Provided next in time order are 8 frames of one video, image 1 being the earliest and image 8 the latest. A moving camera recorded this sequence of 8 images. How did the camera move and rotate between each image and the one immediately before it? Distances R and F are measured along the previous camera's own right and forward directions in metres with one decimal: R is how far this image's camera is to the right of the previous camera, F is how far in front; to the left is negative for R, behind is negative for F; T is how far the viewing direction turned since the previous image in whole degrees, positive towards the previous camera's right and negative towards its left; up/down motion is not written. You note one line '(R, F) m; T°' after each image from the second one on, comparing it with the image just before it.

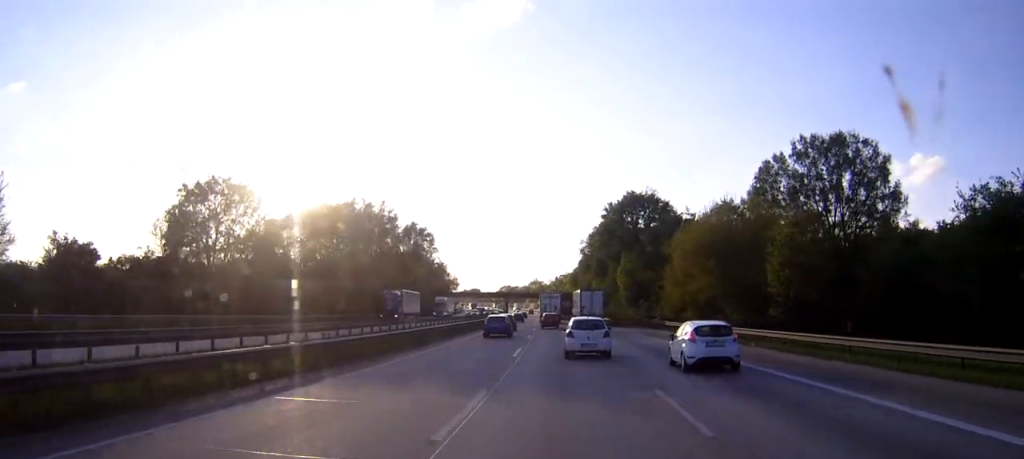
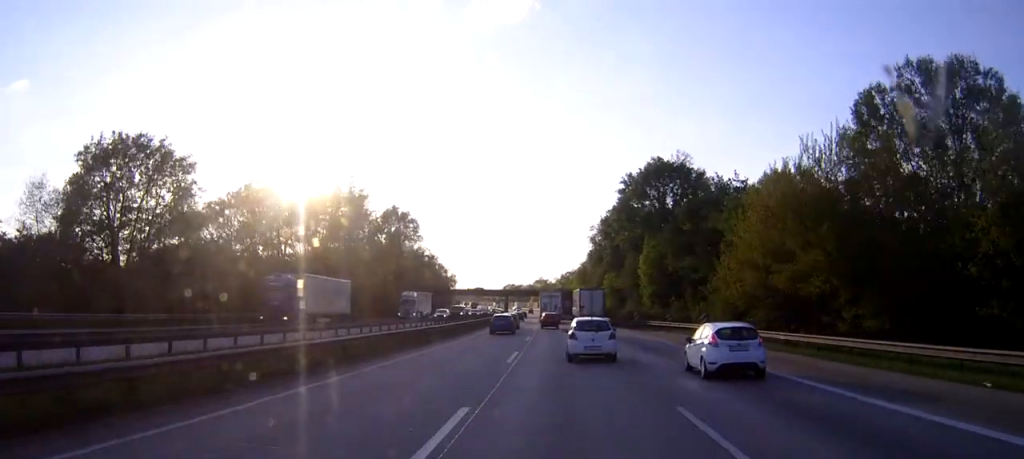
(-0.1, +20.6) m; 0°
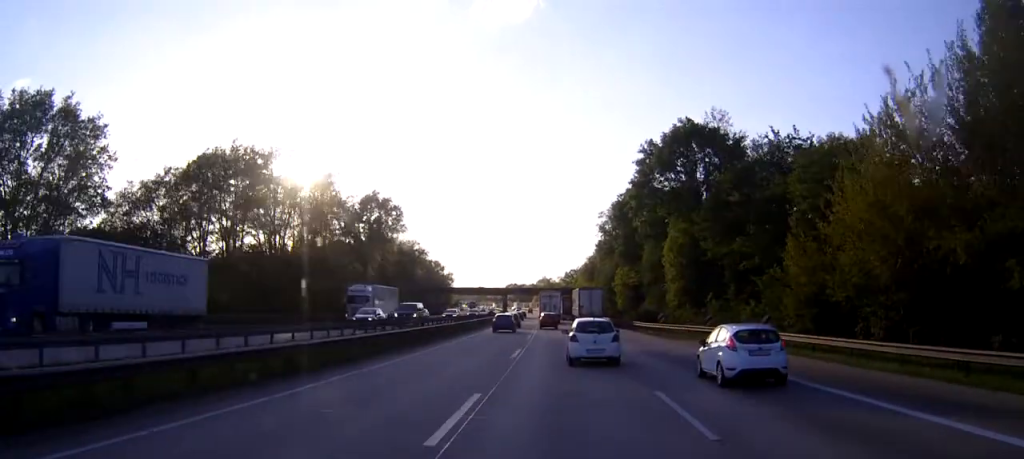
(0.0, +15.4) m; 0°
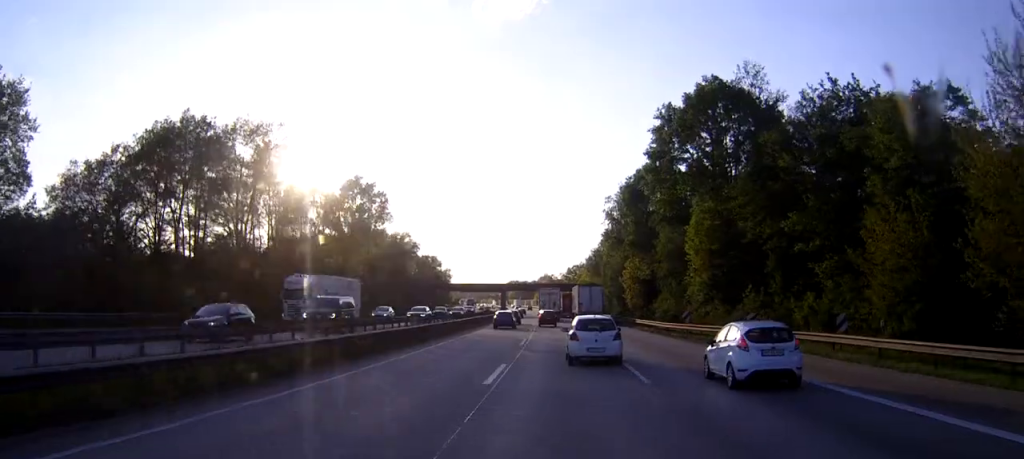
(0.0, +10.2) m; 0°
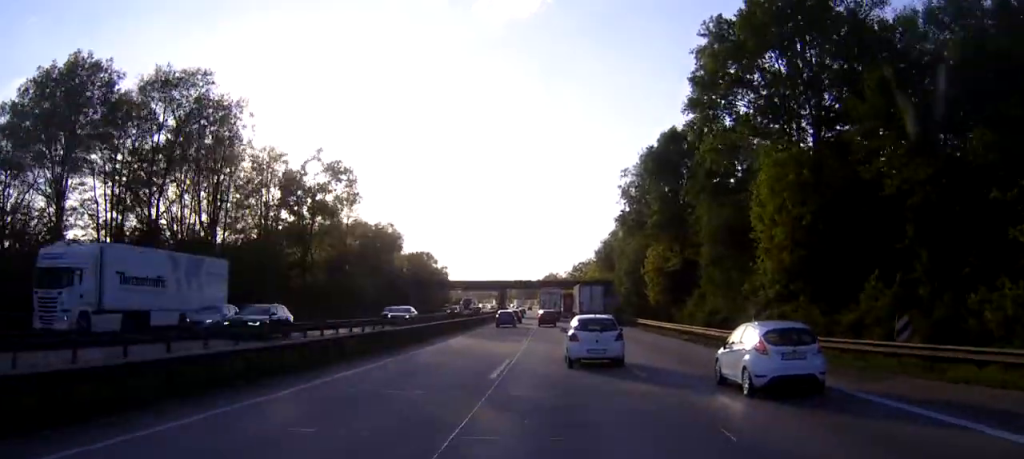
(0.0, +16.8) m; 0°
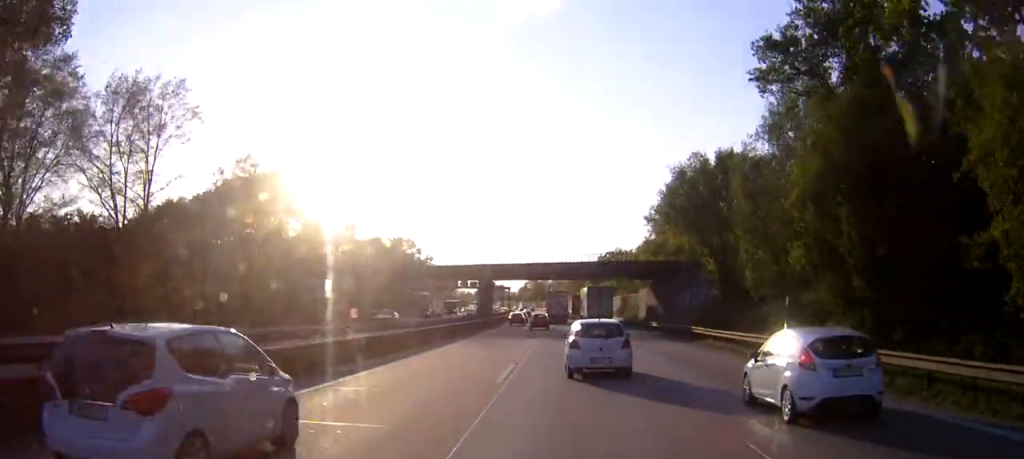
(-0.7, +54.1) m; -1°
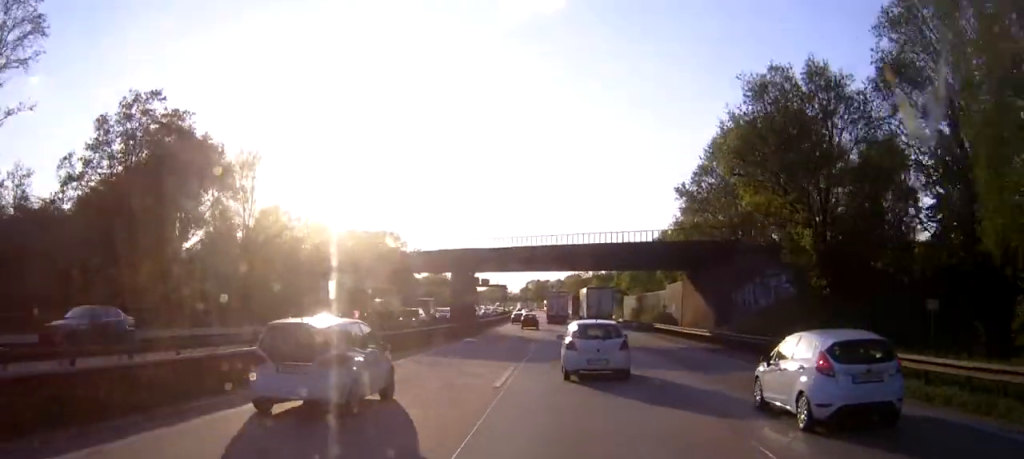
(0.0, +19.1) m; 0°
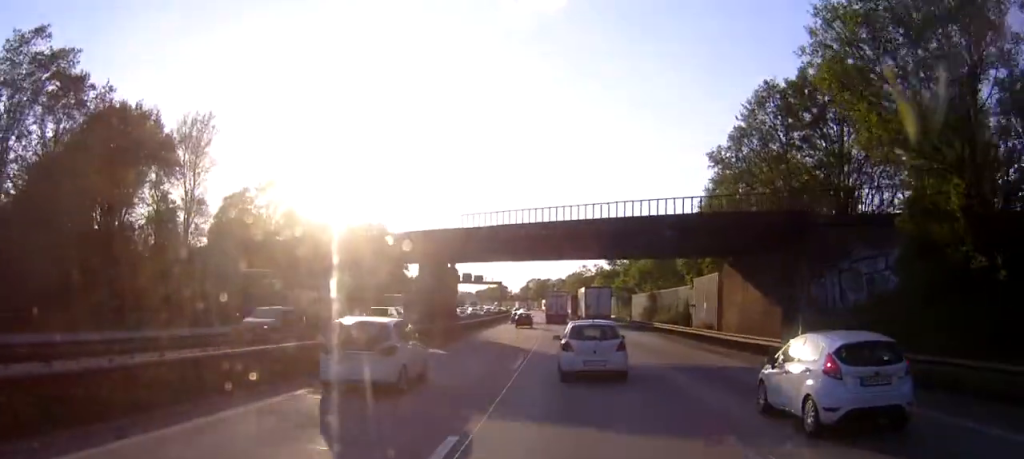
(0.0, +12.7) m; 0°
